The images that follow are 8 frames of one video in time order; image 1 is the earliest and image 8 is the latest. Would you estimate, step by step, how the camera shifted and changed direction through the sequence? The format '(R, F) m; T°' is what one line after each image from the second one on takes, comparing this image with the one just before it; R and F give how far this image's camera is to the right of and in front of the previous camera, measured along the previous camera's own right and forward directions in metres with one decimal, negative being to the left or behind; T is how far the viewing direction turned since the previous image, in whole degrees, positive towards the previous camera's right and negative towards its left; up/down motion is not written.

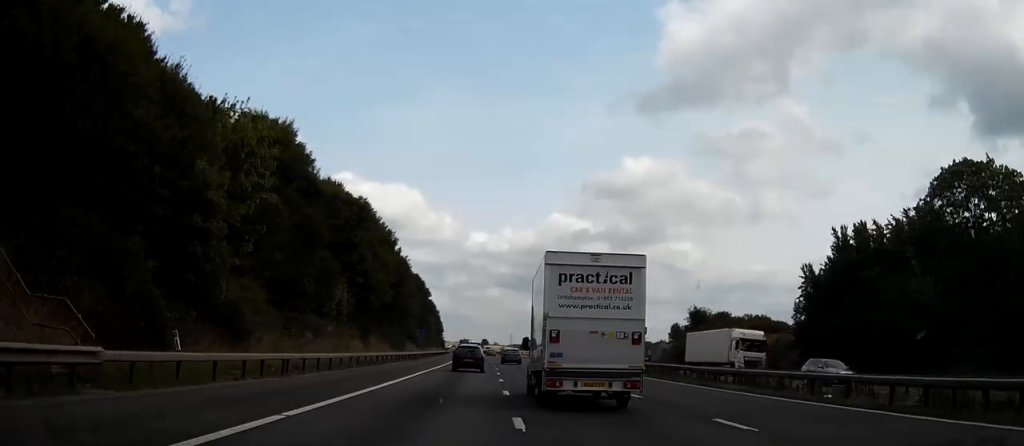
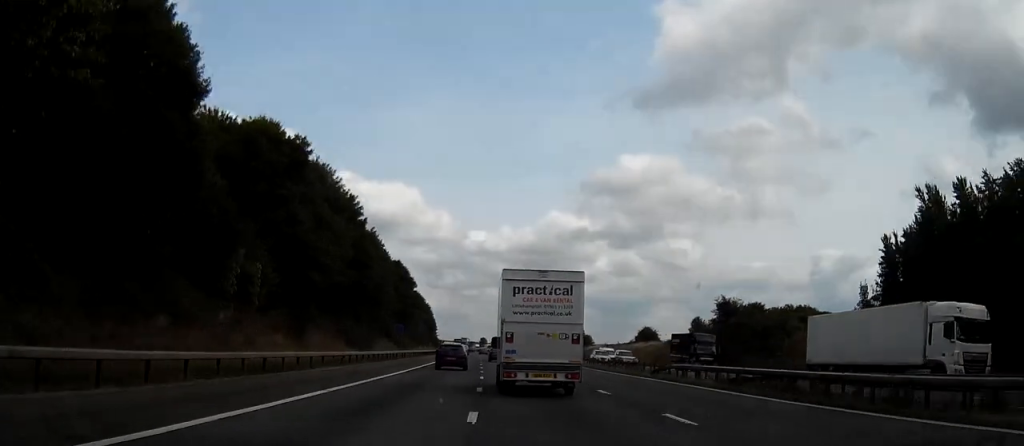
(0.0, +17.2) m; +1°
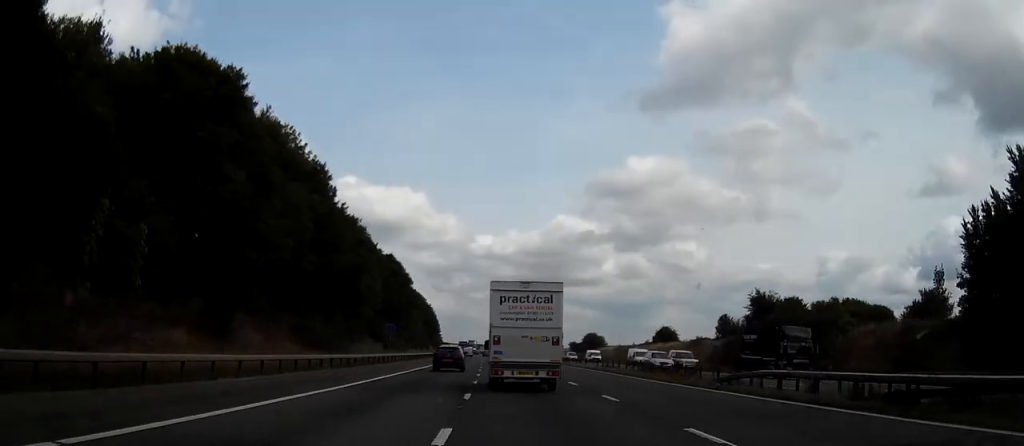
(0.0, +11.8) m; 0°
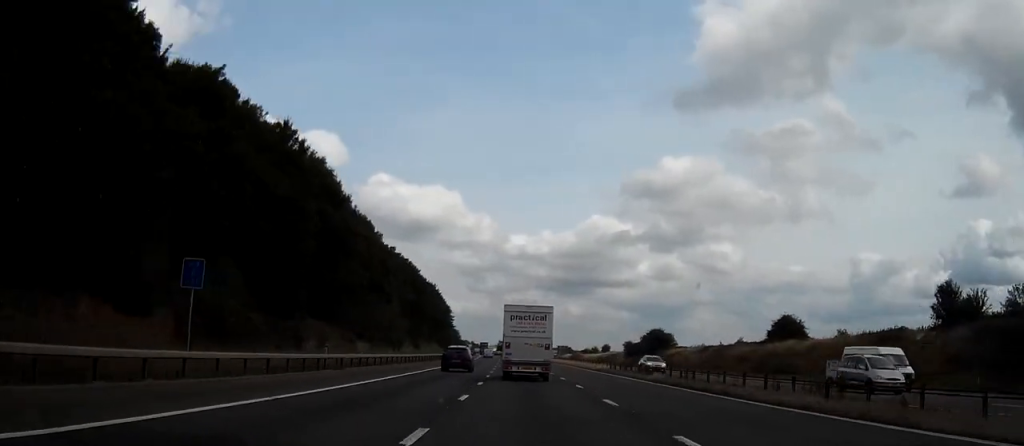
(-0.6, +53.0) m; -2°
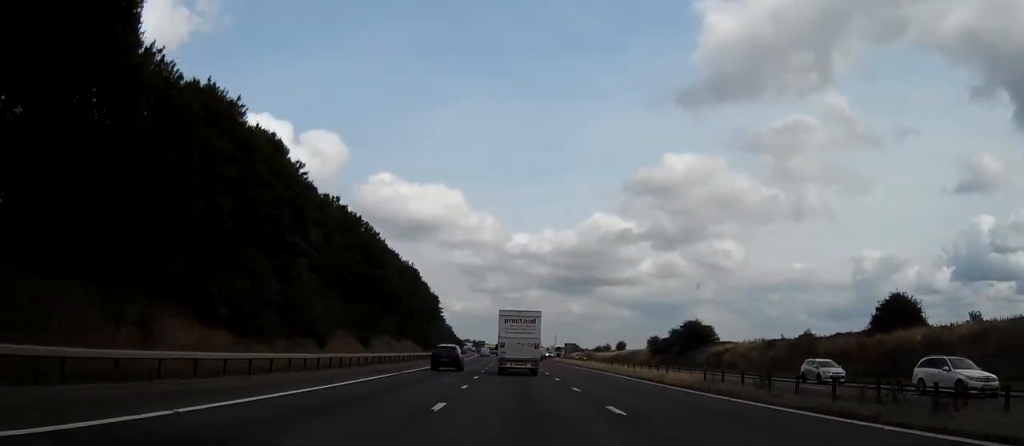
(-0.1, +29.7) m; 0°
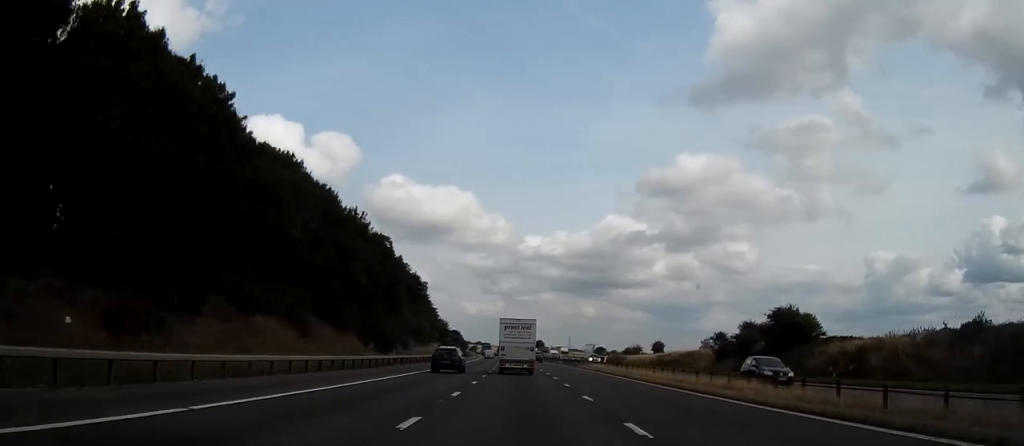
(0.0, +39.0) m; 0°
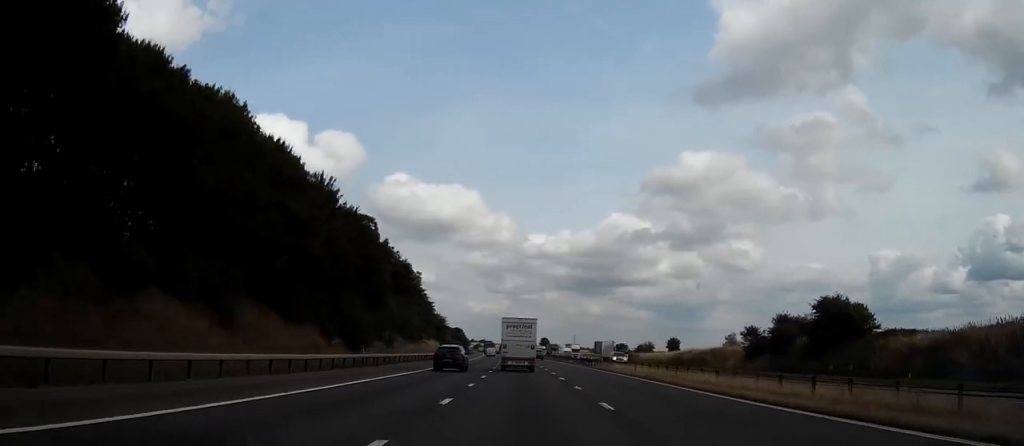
(0.0, +12.5) m; 0°
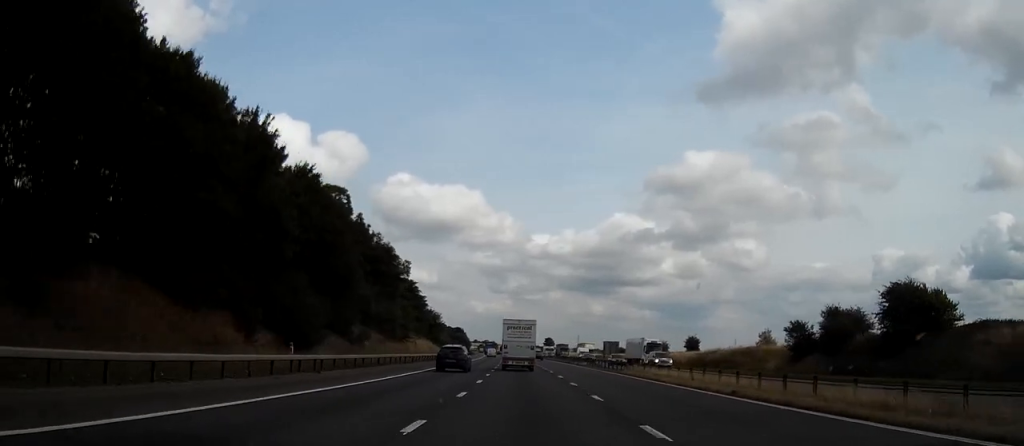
(-0.1, +14.6) m; 0°
